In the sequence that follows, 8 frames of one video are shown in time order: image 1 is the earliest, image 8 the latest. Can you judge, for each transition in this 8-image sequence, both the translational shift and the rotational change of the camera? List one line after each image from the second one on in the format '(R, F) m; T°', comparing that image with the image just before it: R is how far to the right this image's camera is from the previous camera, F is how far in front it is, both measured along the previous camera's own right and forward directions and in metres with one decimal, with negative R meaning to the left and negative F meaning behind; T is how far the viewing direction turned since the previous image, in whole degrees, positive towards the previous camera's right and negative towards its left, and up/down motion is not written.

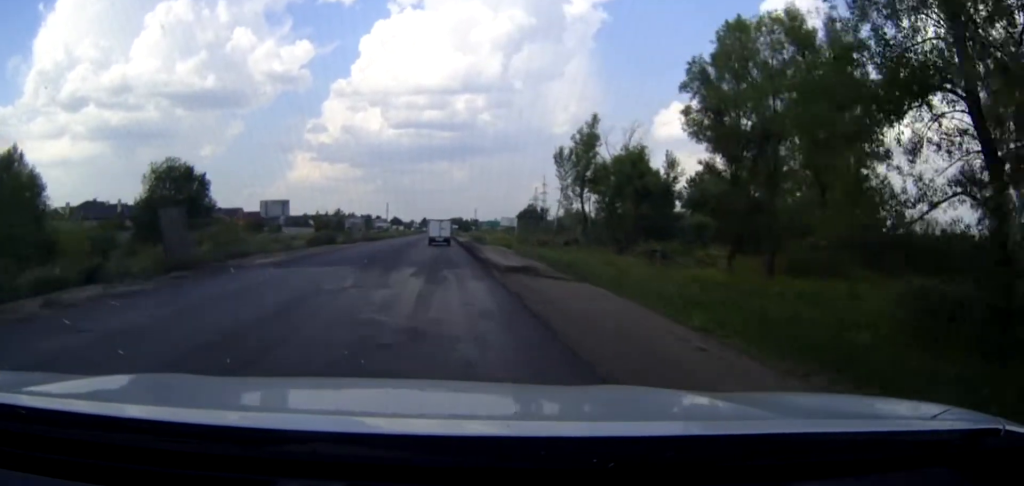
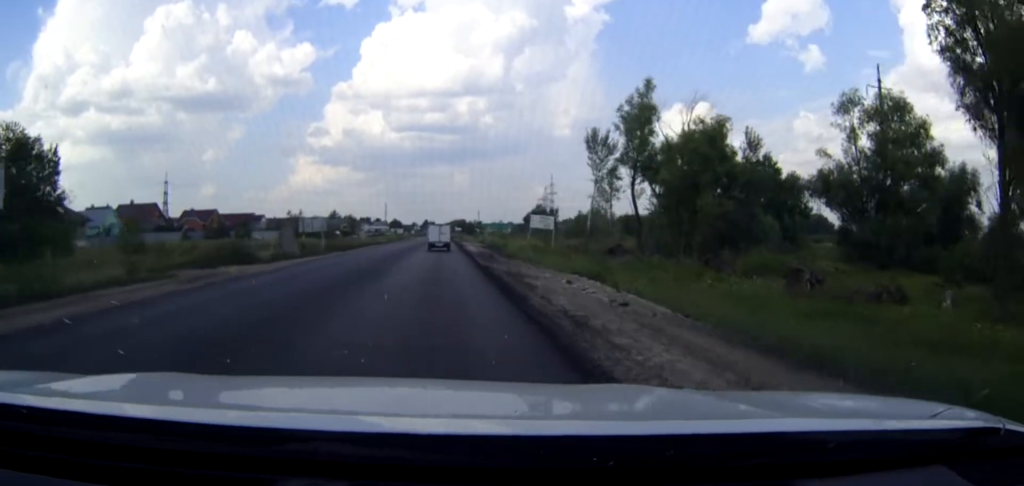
(0.0, +30.1) m; 0°
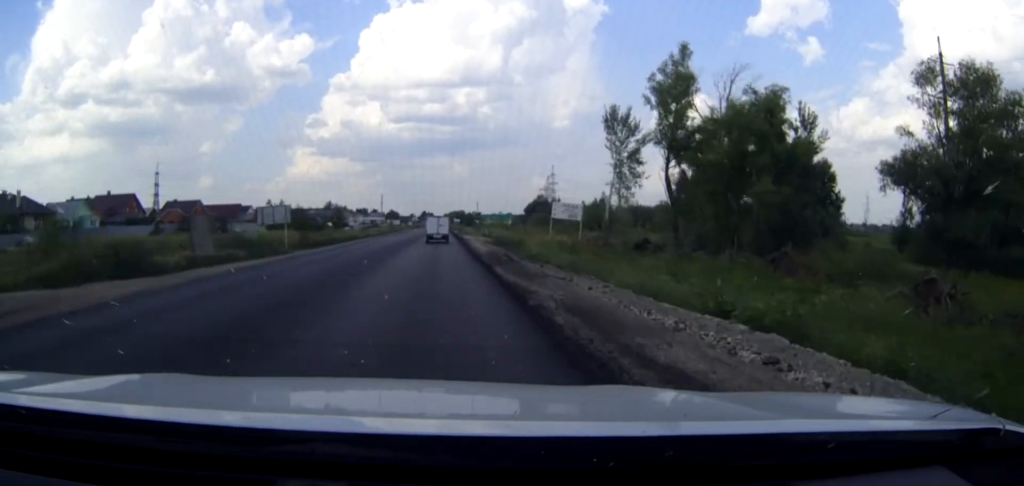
(0.0, +13.7) m; 0°
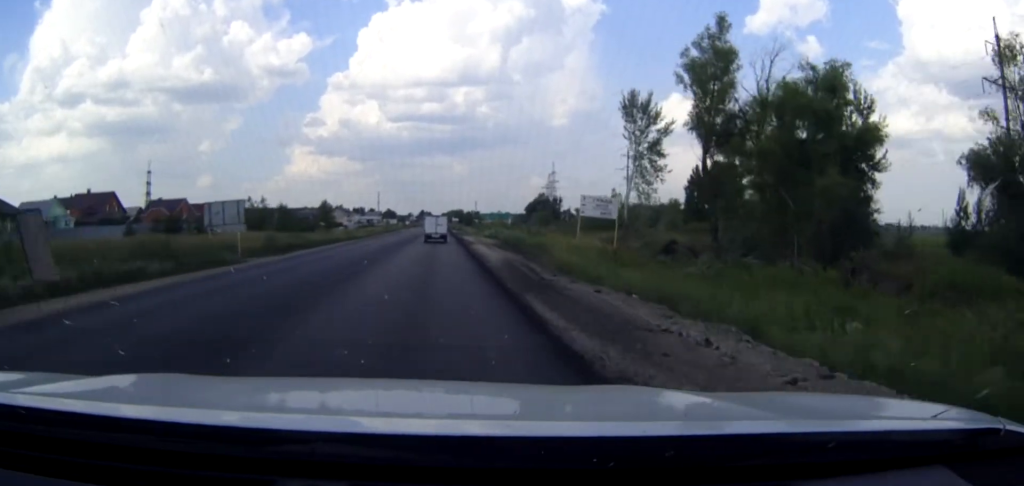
(0.0, +10.9) m; 0°
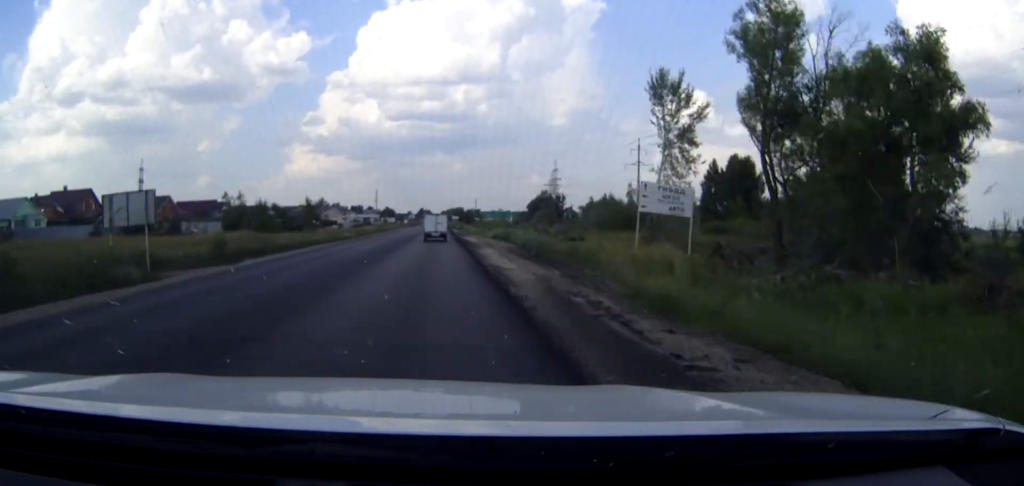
(0.0, +12.2) m; 0°
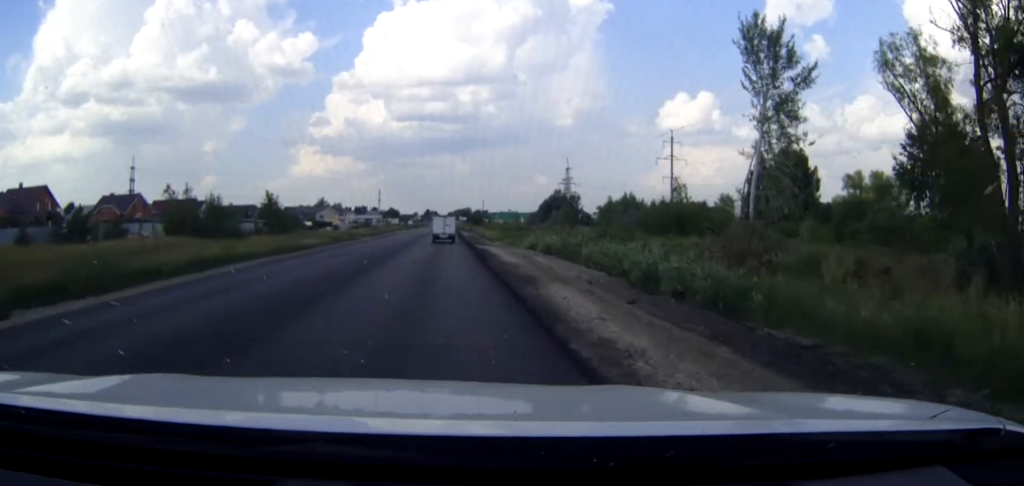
(0.0, +22.7) m; 0°
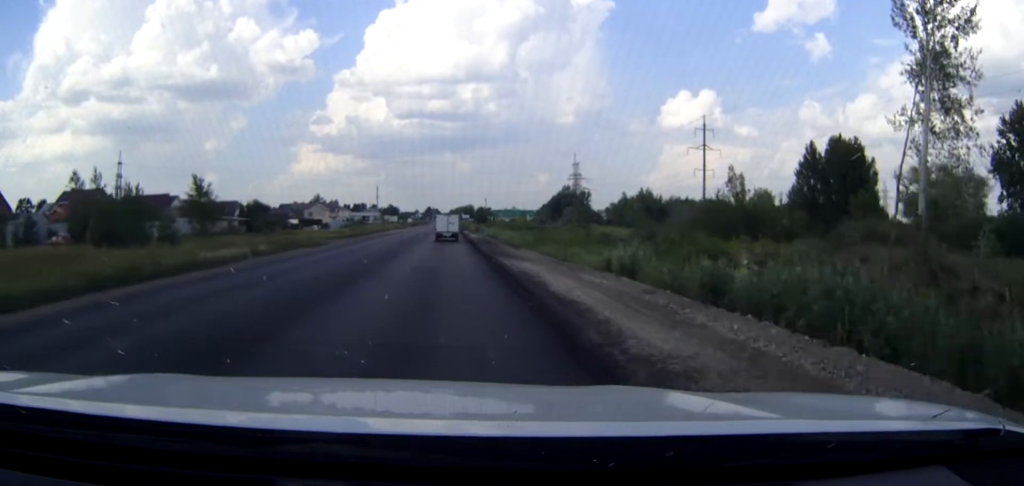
(-0.1, +20.6) m; 0°
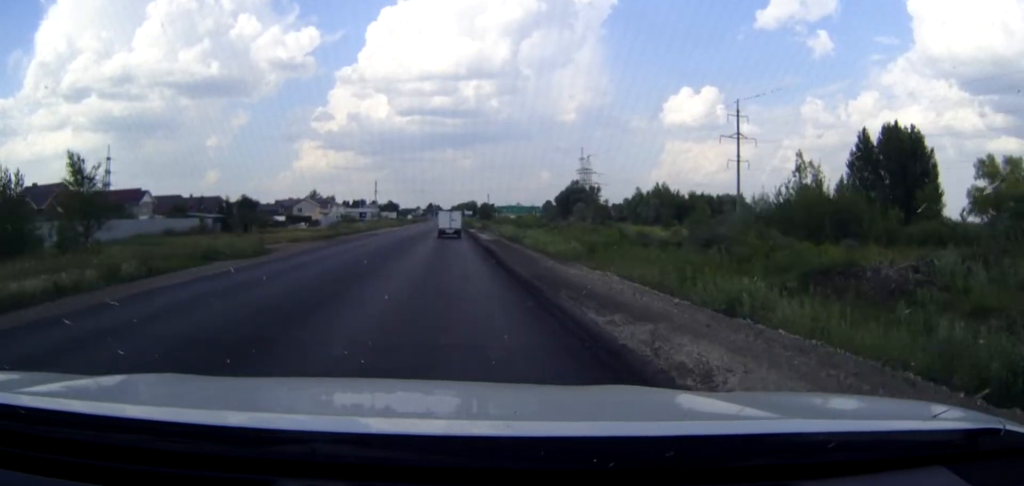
(0.0, +17.2) m; 0°
